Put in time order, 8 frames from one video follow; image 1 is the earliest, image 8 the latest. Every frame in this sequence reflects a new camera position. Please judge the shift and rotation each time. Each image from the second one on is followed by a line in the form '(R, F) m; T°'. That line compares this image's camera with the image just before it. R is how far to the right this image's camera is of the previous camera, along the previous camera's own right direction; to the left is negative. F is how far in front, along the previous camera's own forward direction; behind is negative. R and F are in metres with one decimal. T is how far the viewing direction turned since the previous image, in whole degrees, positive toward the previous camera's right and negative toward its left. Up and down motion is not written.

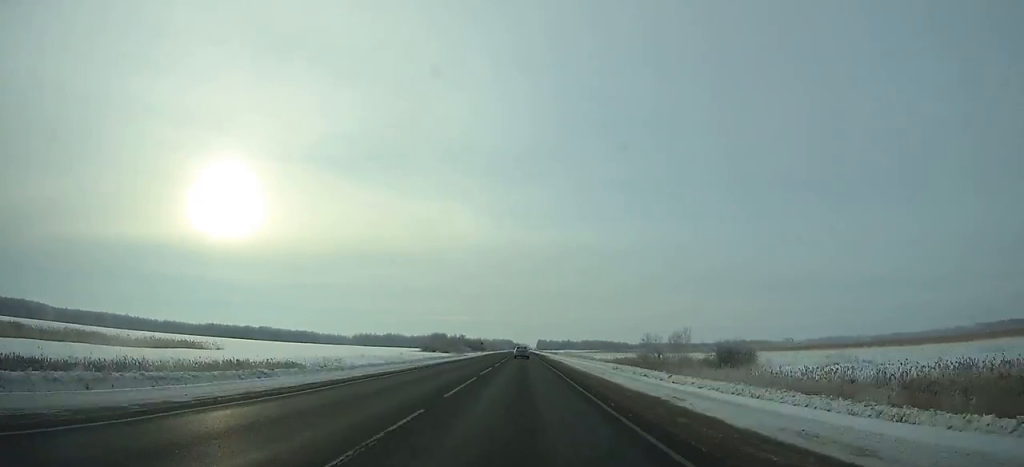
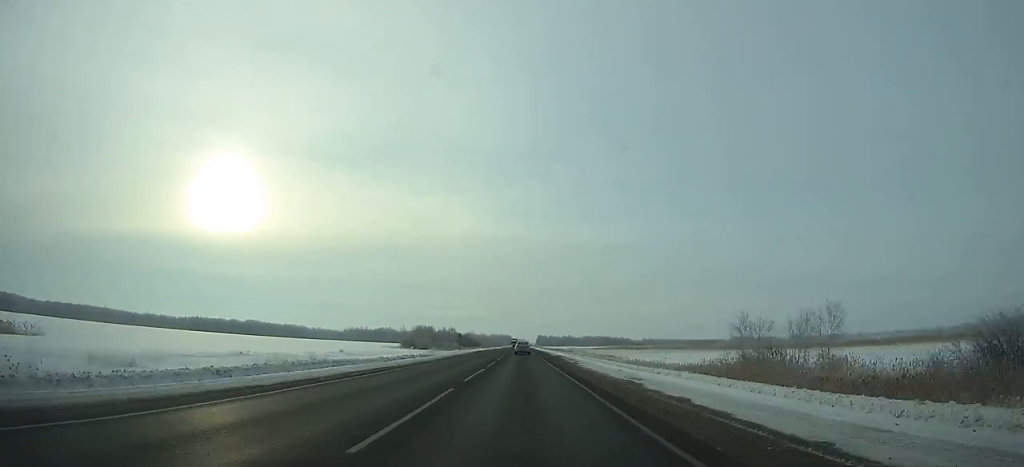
(0.0, +44.0) m; 0°
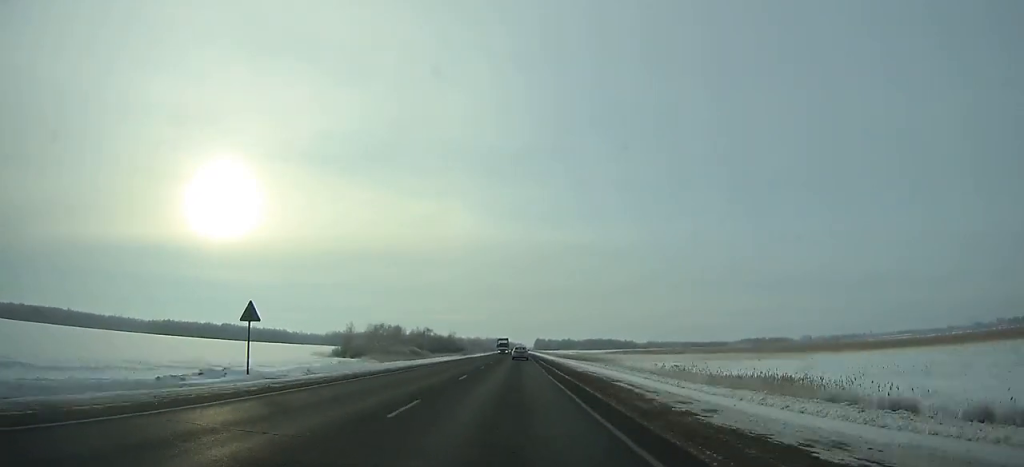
(0.0, +66.0) m; 0°
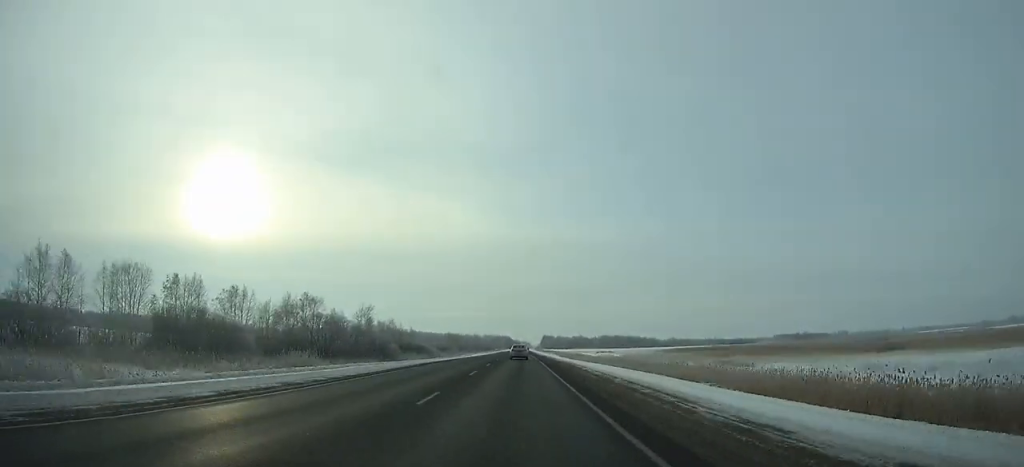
(-0.4, +128.6) m; 0°
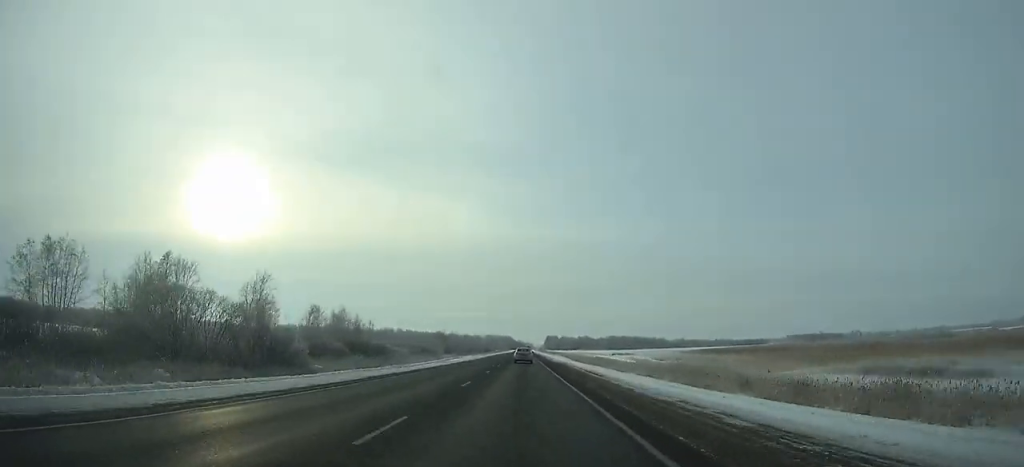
(0.0, +40.7) m; 0°
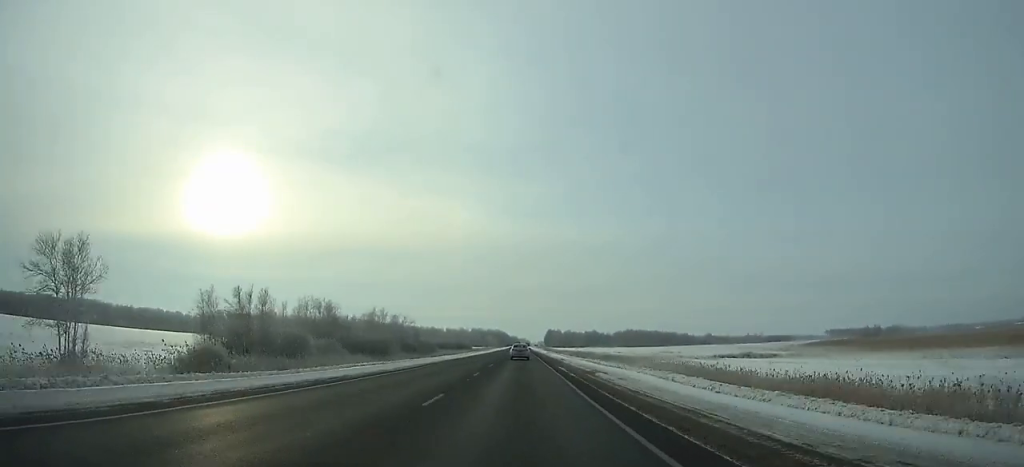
(+0.2, +139.7) m; 0°
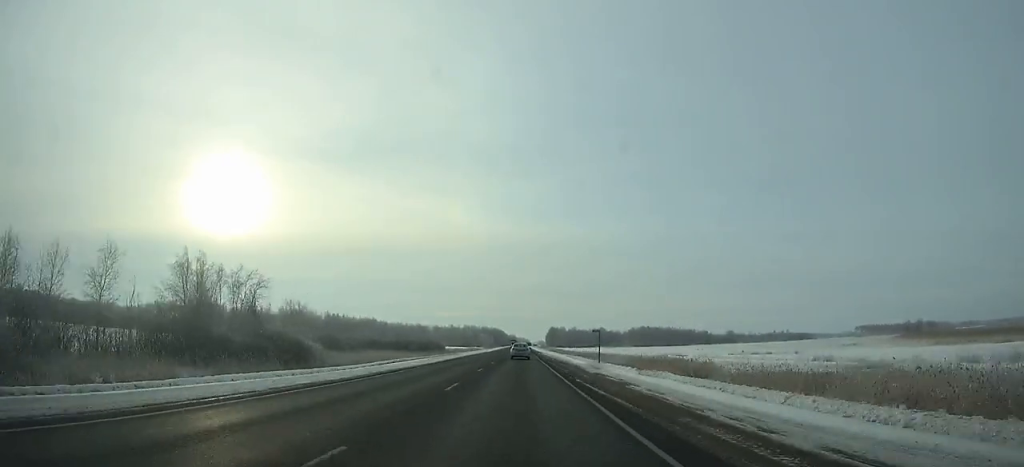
(0.0, +80.1) m; 0°
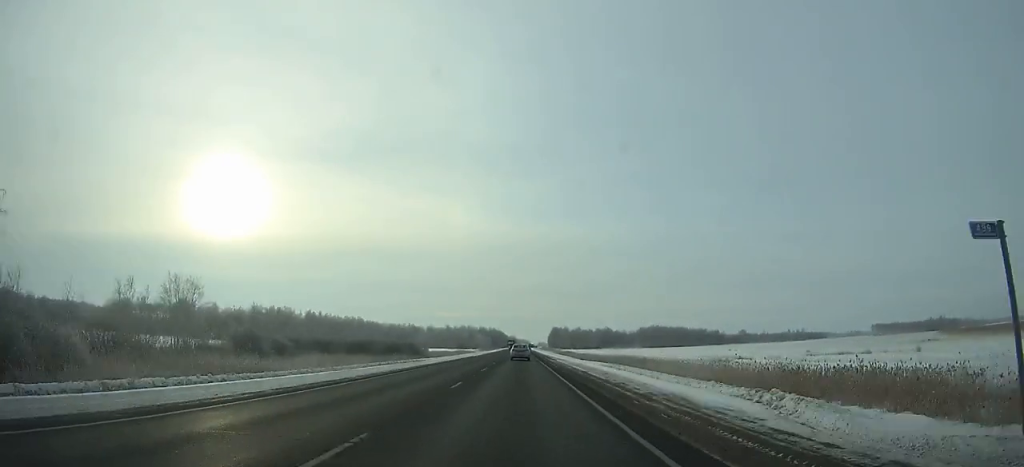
(+0.1, +34.6) m; 0°
